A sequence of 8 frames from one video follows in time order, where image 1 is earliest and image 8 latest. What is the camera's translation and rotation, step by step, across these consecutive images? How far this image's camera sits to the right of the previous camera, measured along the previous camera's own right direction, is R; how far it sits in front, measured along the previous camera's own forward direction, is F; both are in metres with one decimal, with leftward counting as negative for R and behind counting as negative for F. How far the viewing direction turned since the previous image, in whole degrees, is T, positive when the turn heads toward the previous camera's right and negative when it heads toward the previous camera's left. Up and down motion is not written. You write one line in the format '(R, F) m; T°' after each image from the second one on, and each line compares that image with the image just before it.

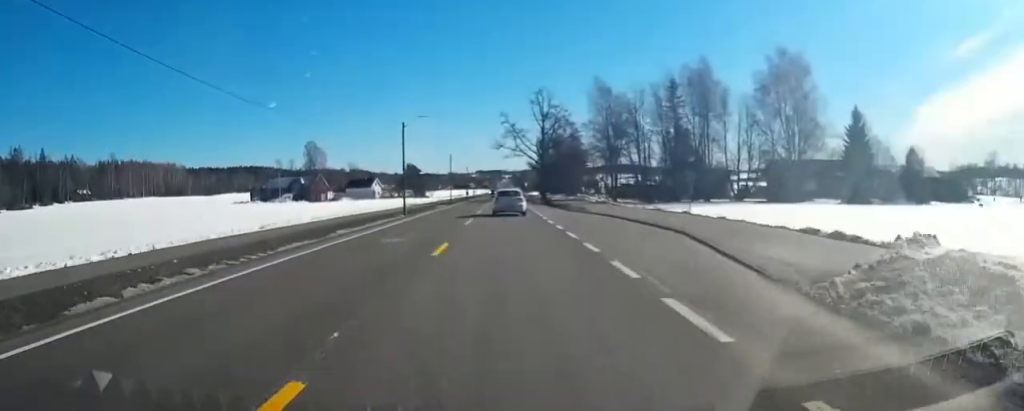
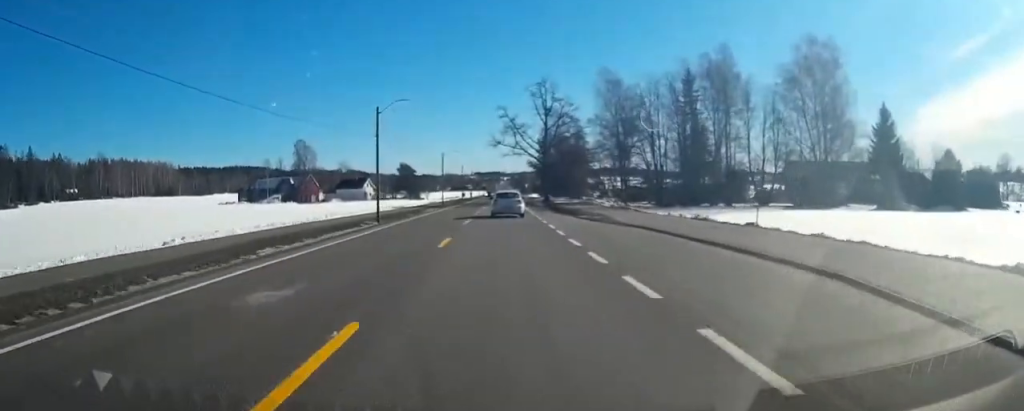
(+0.1, +9.6) m; 0°
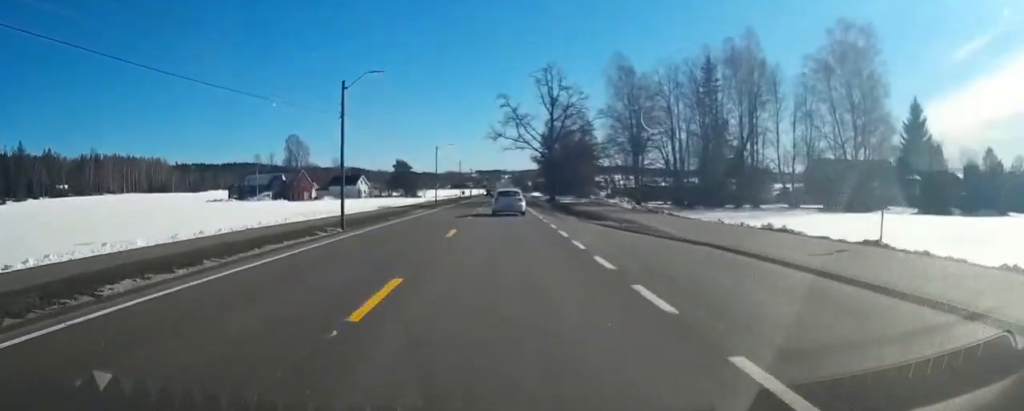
(+0.1, +8.9) m; 0°
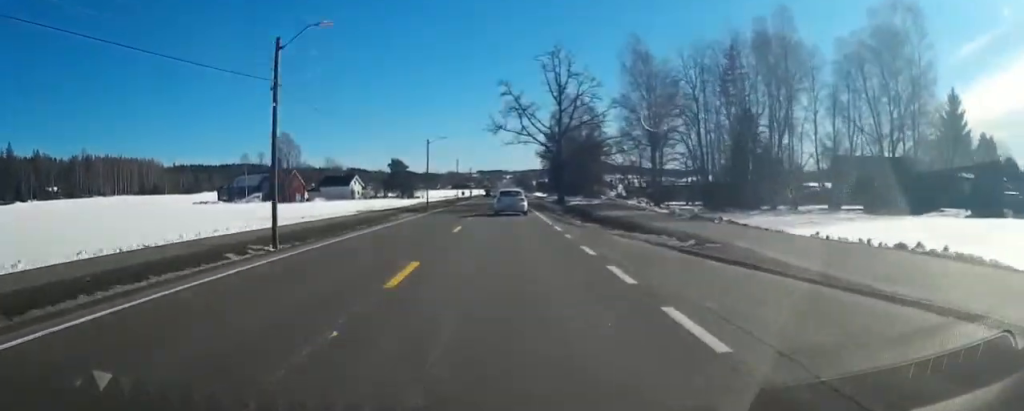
(0.0, +9.6) m; 0°
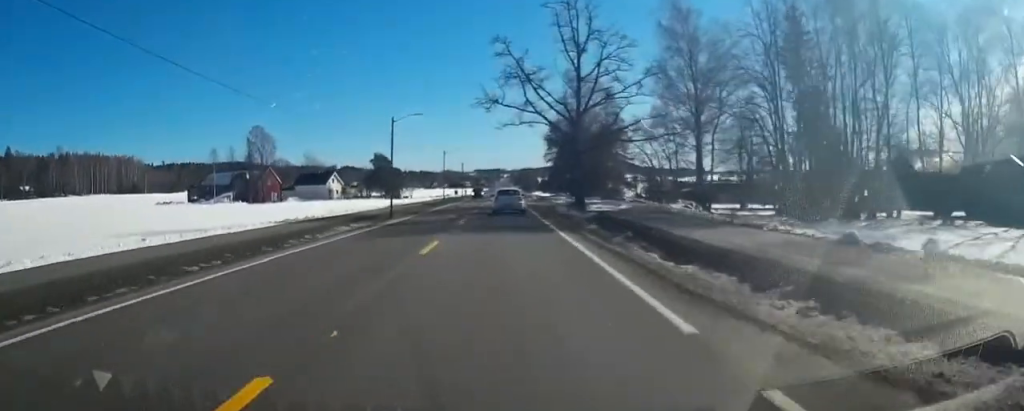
(+0.1, +19.1) m; +1°
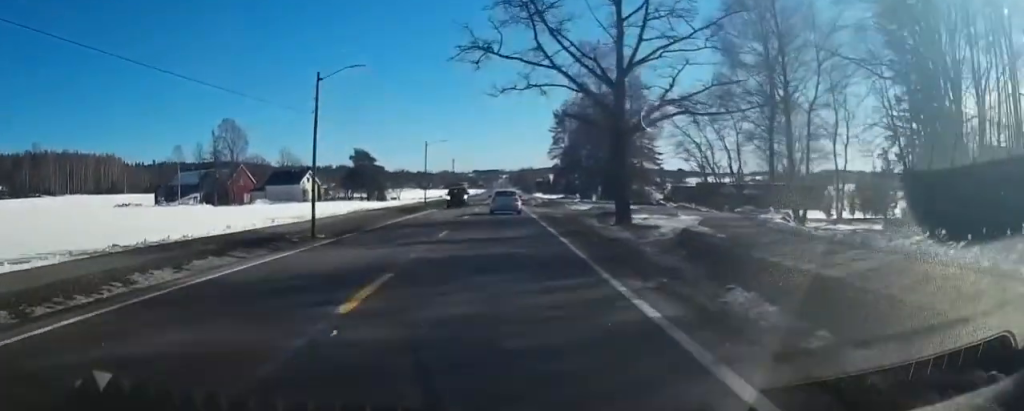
(+0.1, +18.4) m; 0°
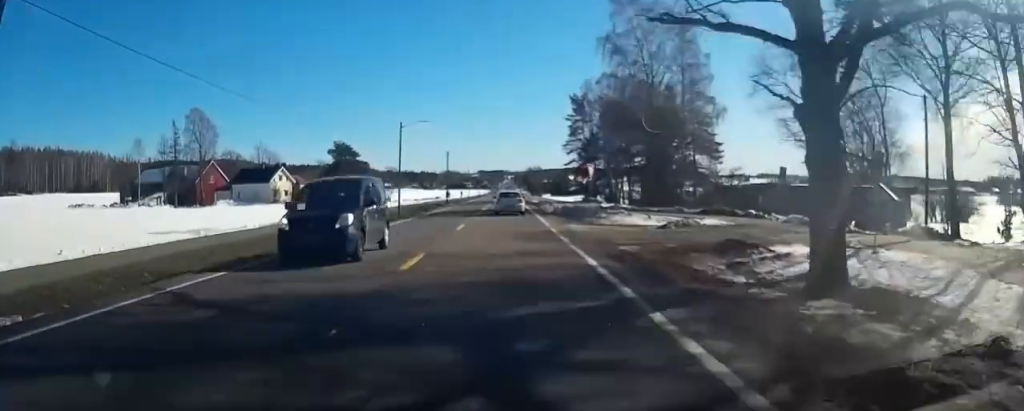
(-0.1, +19.6) m; -1°
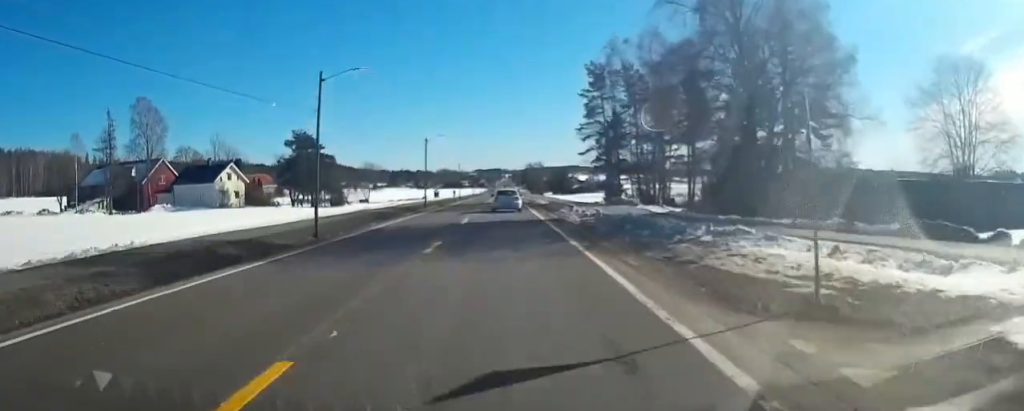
(-0.1, +20.9) m; 0°
